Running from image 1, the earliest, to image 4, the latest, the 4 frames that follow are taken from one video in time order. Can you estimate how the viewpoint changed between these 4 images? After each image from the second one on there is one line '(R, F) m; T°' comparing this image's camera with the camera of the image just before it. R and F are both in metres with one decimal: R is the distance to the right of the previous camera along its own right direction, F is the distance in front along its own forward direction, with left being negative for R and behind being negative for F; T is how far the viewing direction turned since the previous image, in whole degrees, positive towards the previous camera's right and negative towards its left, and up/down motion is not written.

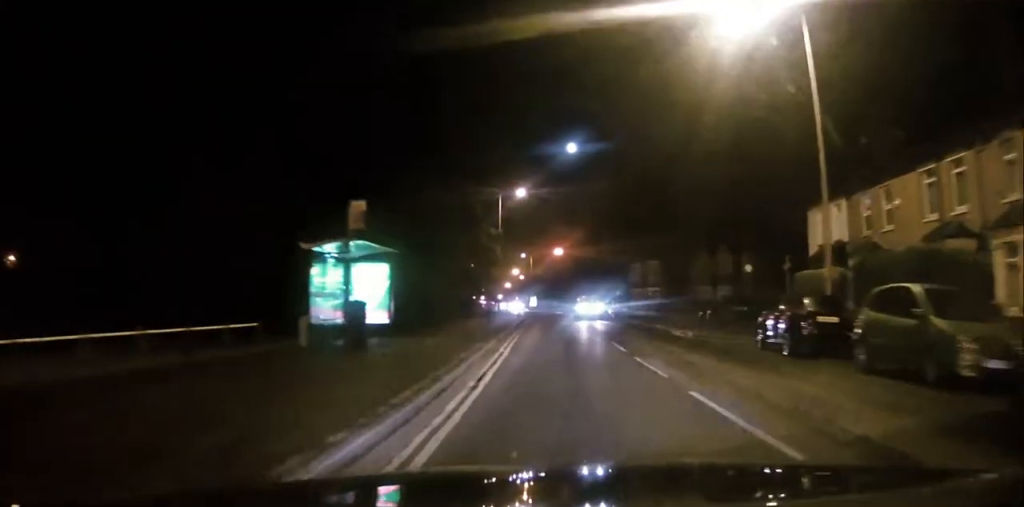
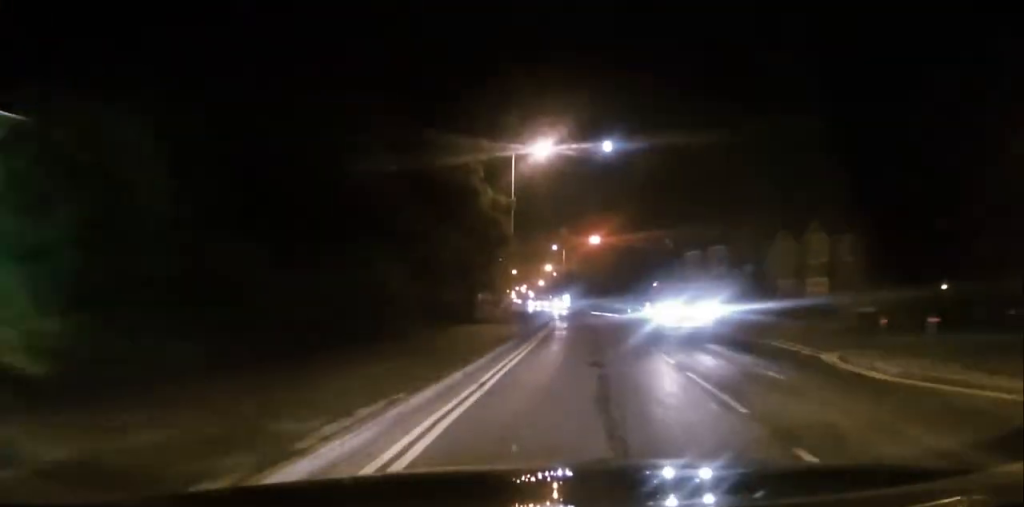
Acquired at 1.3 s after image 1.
(+0.2, +16.0) m; +1°
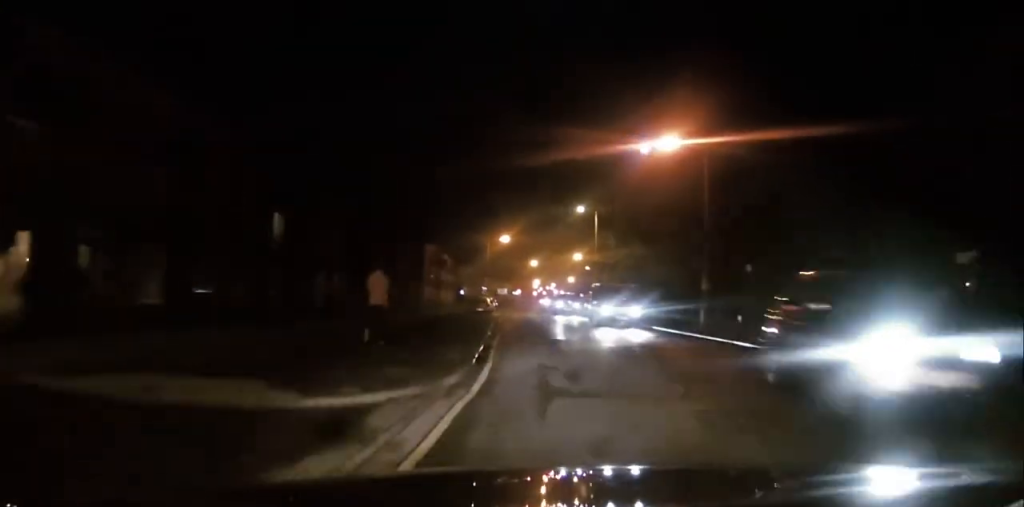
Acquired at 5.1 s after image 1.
(-0.2, +48.3) m; +3°
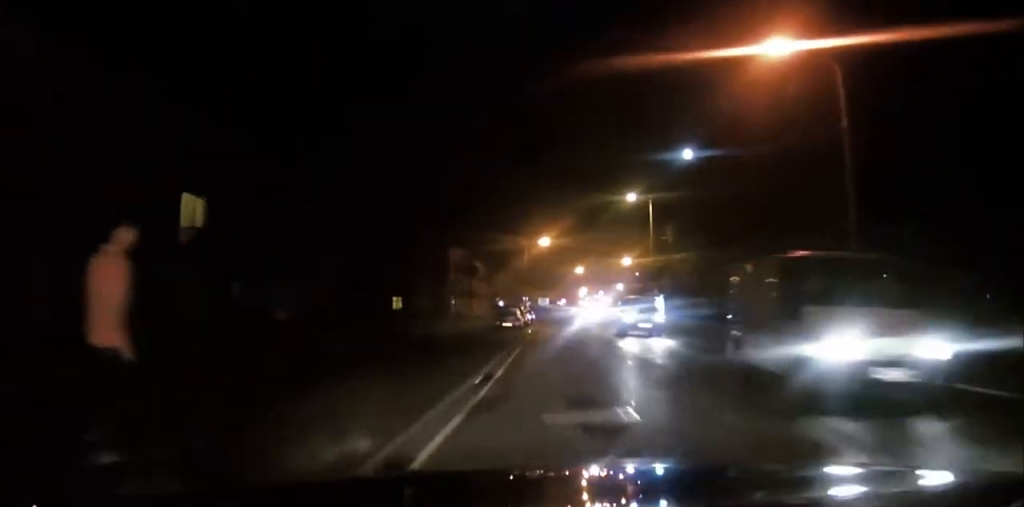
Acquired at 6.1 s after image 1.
(+0.6, +12.4) m; +5°
